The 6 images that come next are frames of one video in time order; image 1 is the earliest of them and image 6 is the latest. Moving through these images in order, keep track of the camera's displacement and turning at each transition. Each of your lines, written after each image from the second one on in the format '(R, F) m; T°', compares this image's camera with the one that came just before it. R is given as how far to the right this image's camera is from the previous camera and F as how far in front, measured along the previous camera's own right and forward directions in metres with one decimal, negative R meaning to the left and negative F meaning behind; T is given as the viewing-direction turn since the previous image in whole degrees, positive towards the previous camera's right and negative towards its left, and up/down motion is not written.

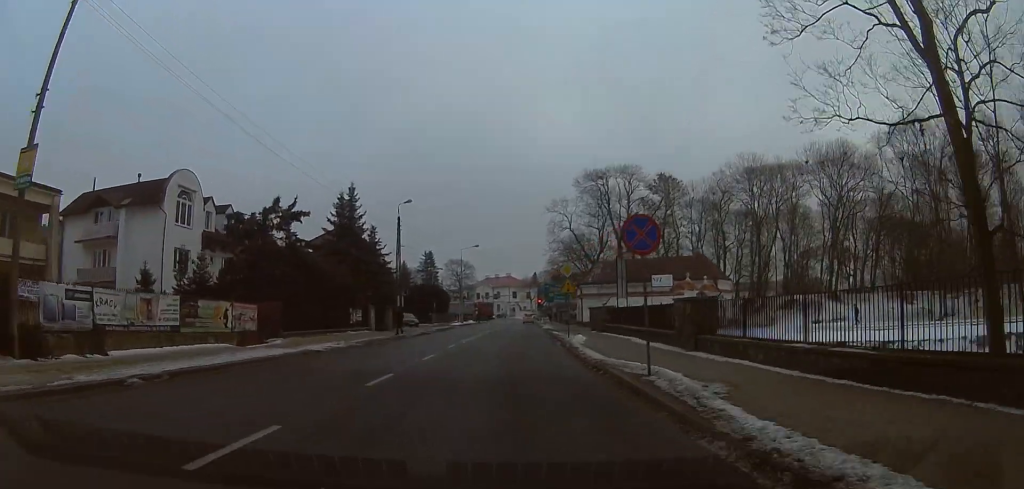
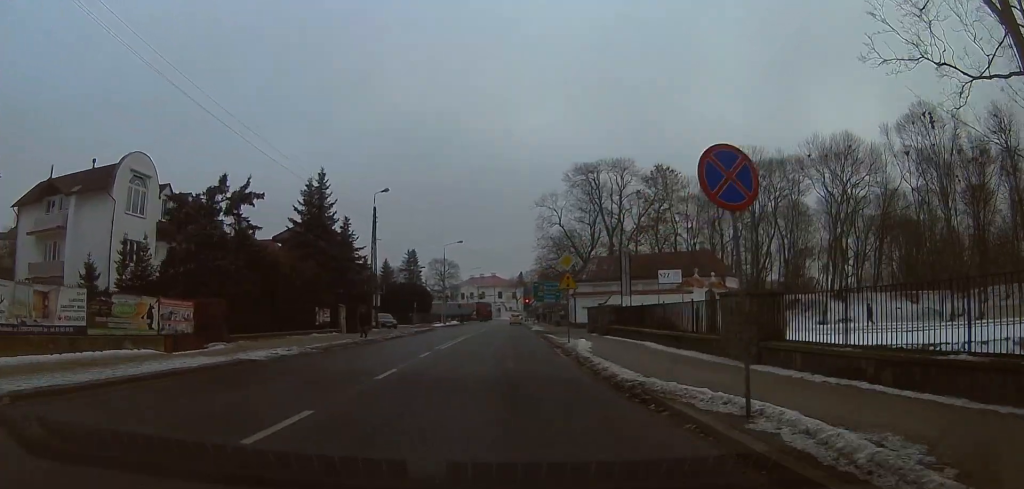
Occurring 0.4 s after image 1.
(+0.4, +5.1) m; +2°
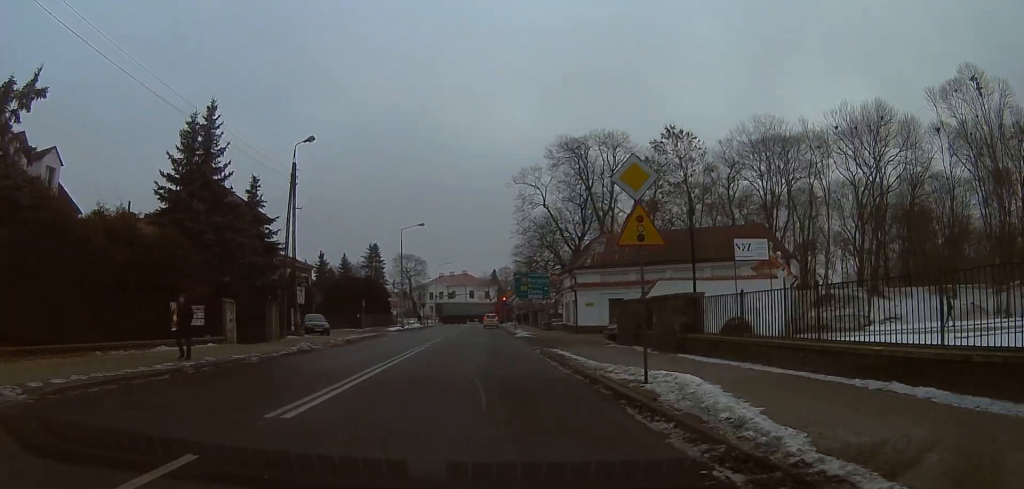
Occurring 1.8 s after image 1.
(-0.6, +15.0) m; 0°
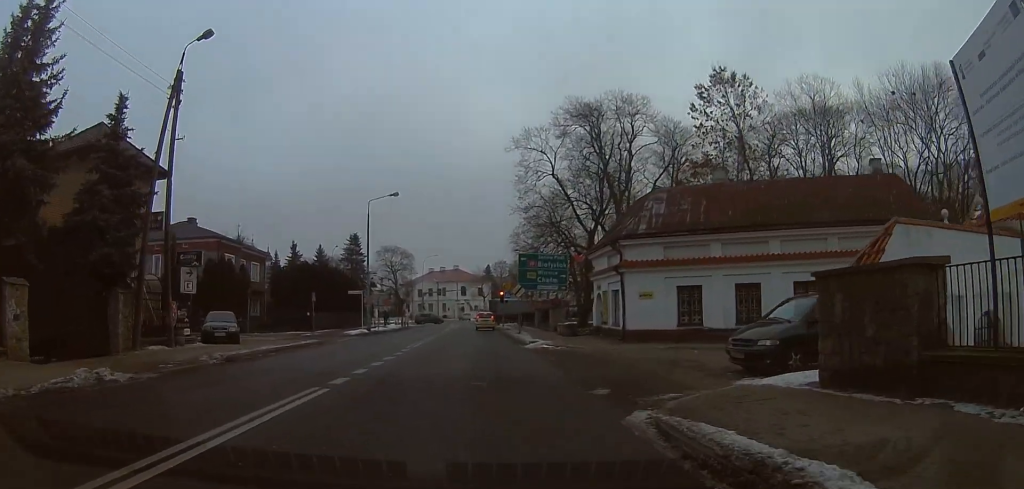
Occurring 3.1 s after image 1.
(-0.3, +14.9) m; 0°
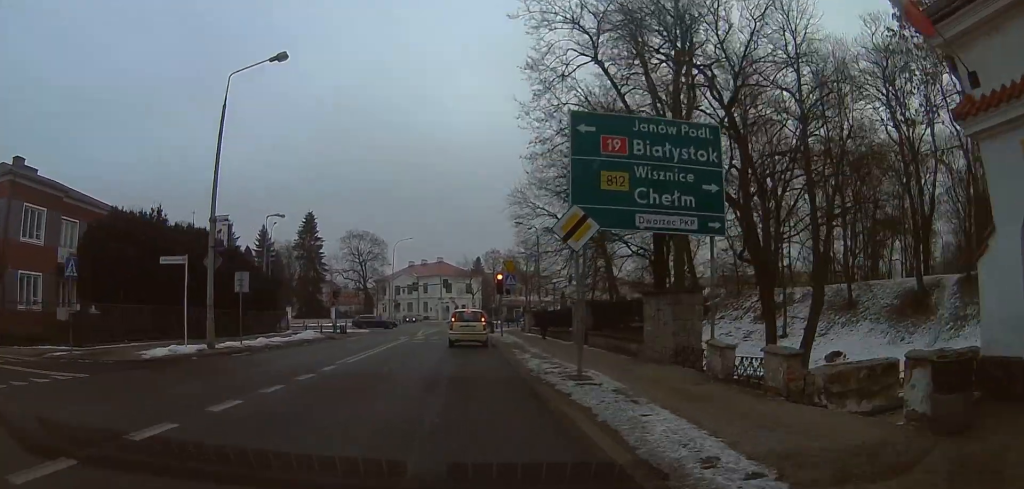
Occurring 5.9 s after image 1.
(+1.5, +25.8) m; 0°
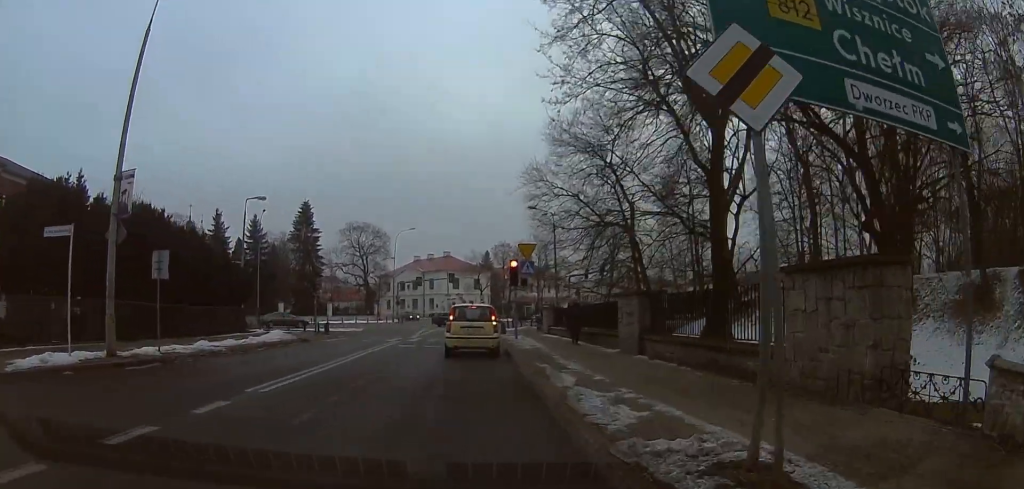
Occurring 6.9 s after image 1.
(-0.3, +7.1) m; -5°
